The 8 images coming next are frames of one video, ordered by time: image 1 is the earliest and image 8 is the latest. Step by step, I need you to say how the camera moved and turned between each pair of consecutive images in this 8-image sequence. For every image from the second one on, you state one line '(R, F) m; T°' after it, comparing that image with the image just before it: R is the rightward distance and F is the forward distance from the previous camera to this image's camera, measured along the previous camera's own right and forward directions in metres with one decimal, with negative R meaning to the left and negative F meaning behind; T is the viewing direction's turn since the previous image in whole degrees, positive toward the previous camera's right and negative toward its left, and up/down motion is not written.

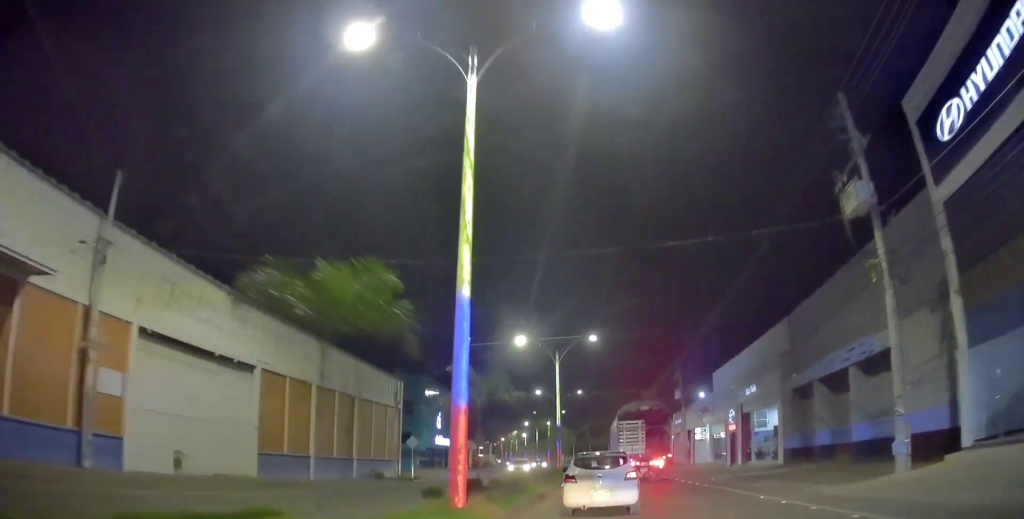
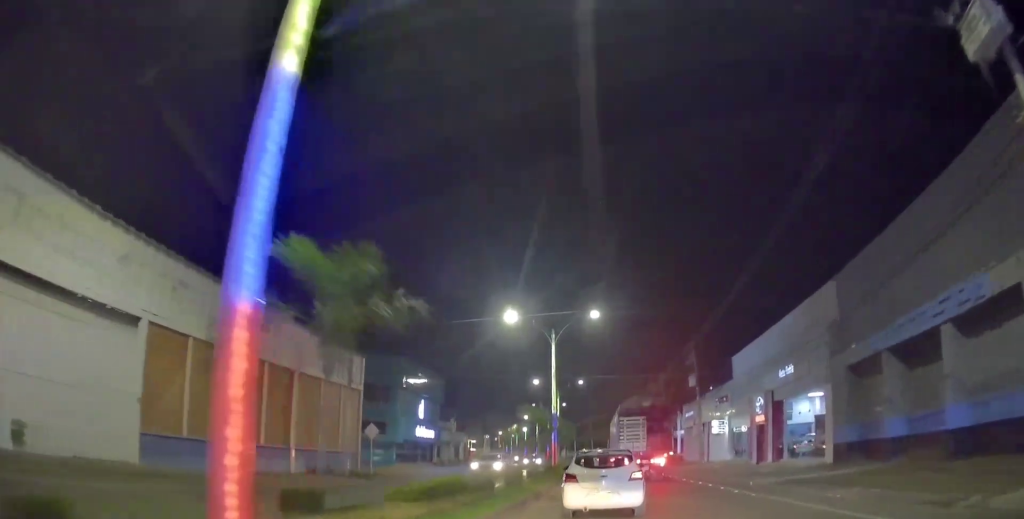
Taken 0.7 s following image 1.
(-0.3, +7.2) m; -2°
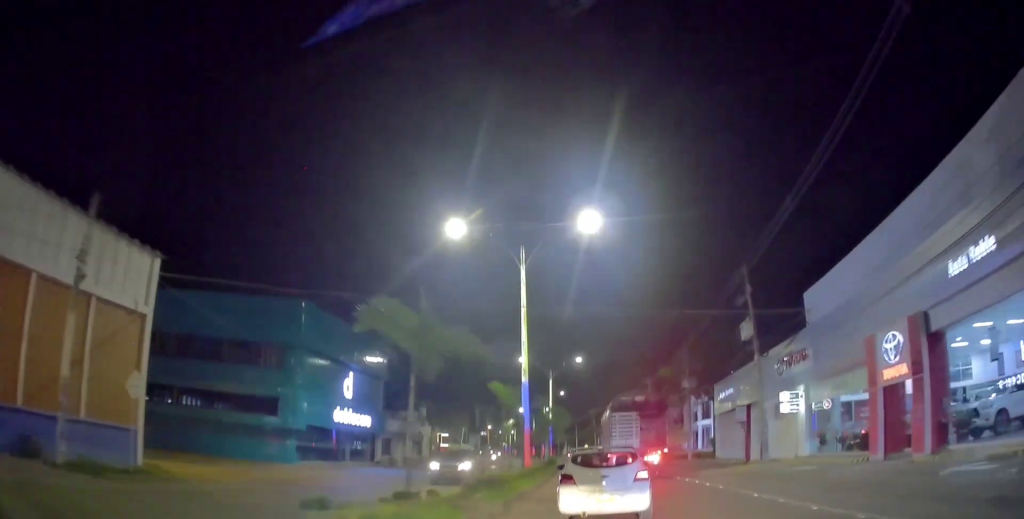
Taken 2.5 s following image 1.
(-0.3, +17.8) m; -1°
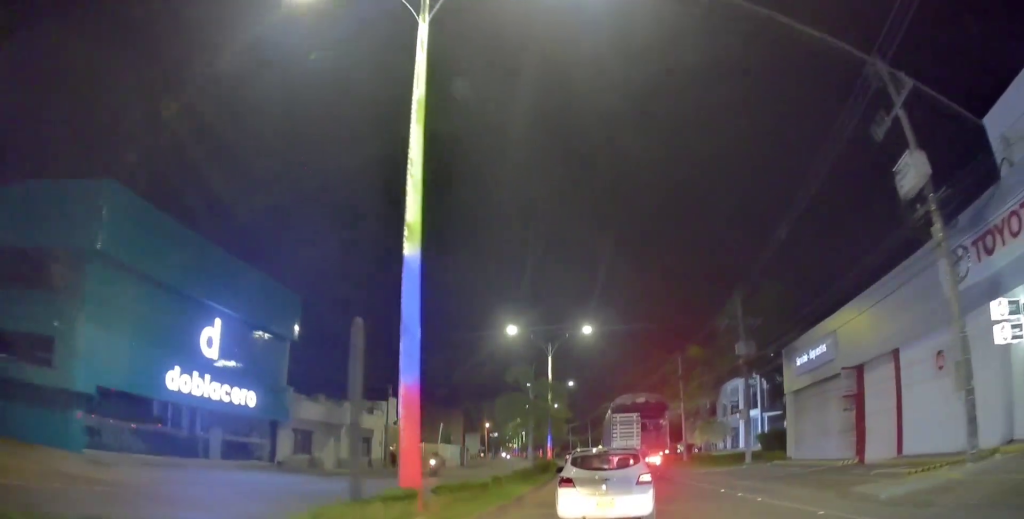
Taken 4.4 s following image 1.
(-0.1, +17.2) m; -1°
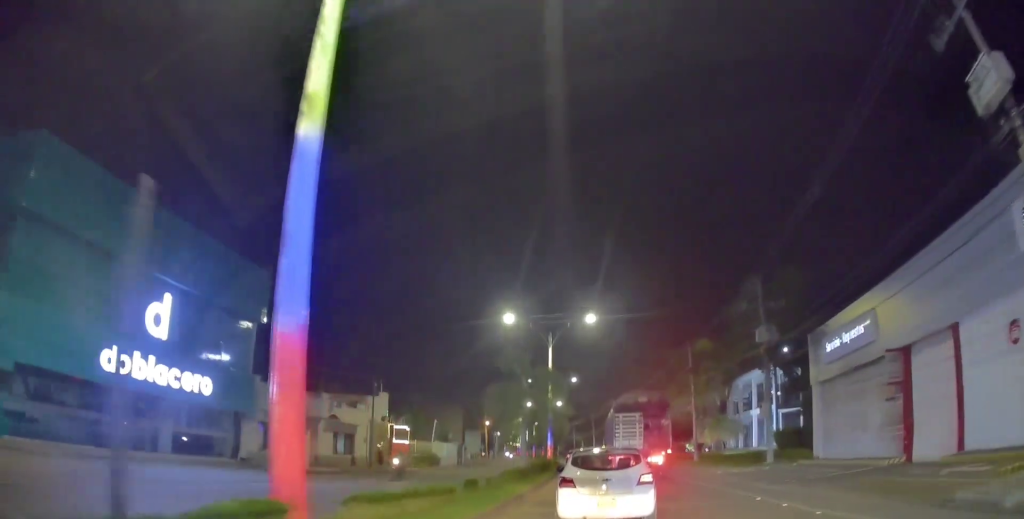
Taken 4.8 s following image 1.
(+0.1, +3.8) m; -1°
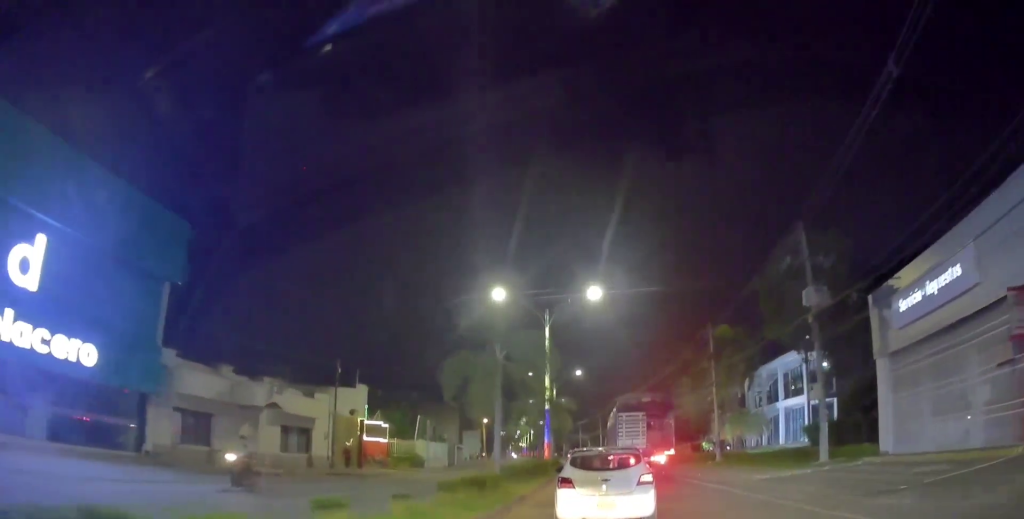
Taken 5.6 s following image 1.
(-0.2, +7.0) m; -1°
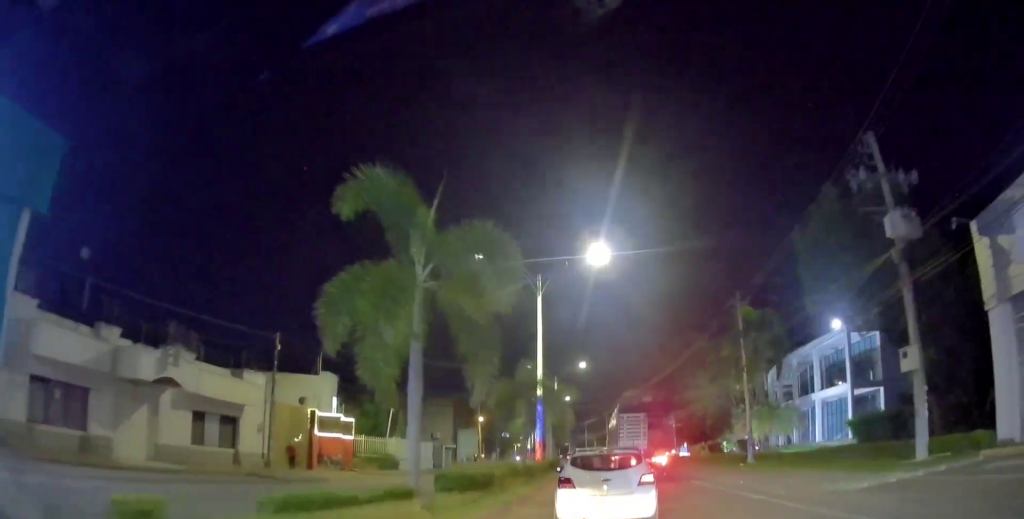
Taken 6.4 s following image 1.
(-0.1, +7.6) m; +1°
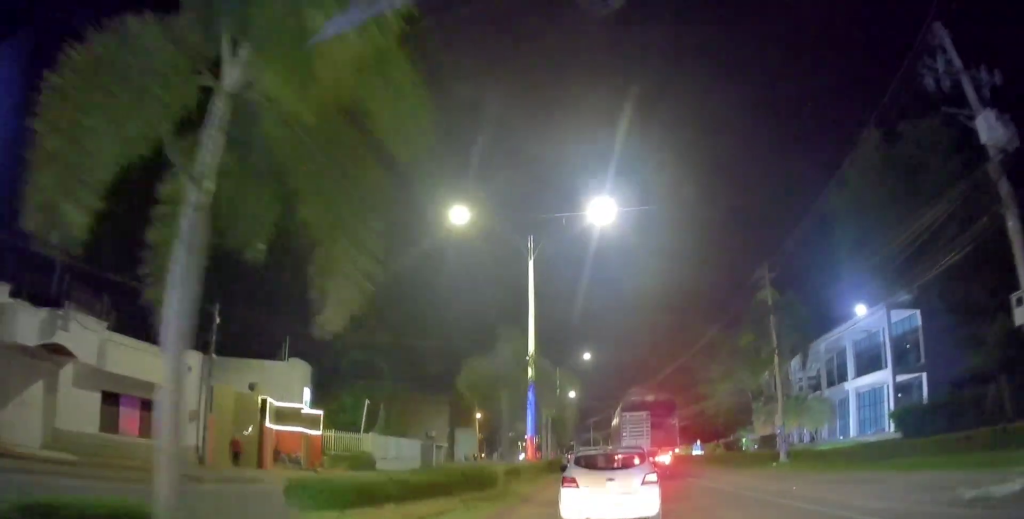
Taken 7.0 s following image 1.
(+0.2, +5.5) m; +2°
